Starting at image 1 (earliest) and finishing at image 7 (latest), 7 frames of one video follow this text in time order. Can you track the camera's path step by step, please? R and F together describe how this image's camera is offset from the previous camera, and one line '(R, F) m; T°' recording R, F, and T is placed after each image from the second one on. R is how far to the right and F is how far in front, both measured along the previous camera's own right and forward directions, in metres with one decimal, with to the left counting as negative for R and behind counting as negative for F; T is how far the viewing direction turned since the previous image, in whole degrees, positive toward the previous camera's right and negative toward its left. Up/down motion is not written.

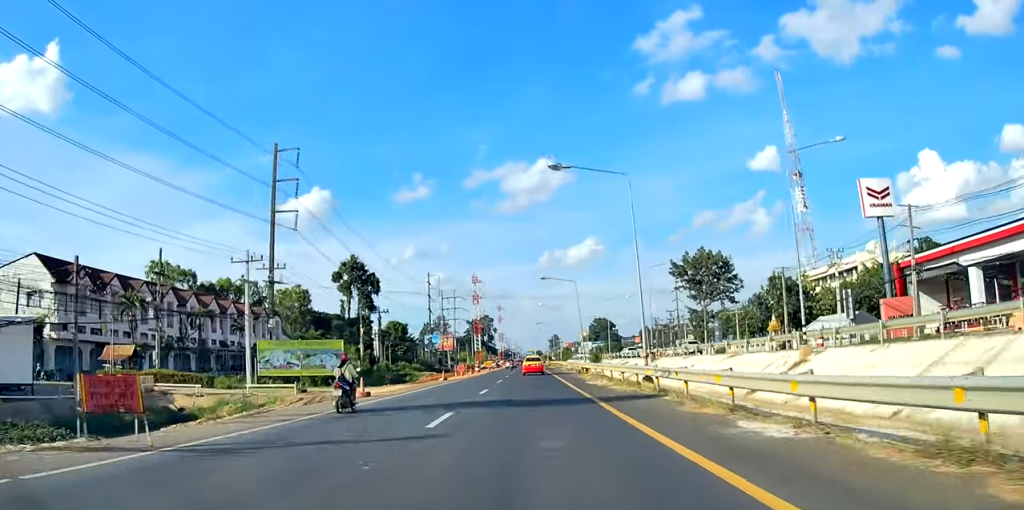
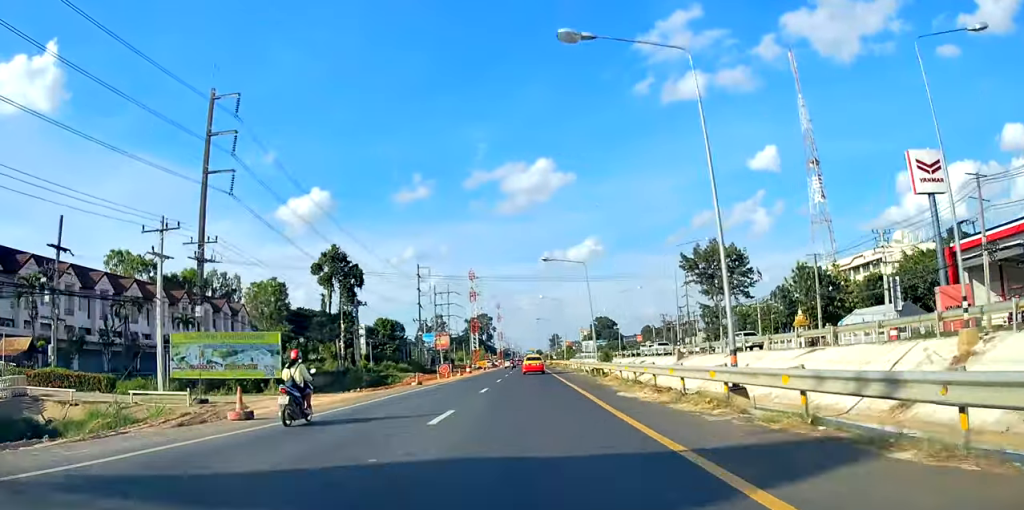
(+0.1, +13.1) m; 0°
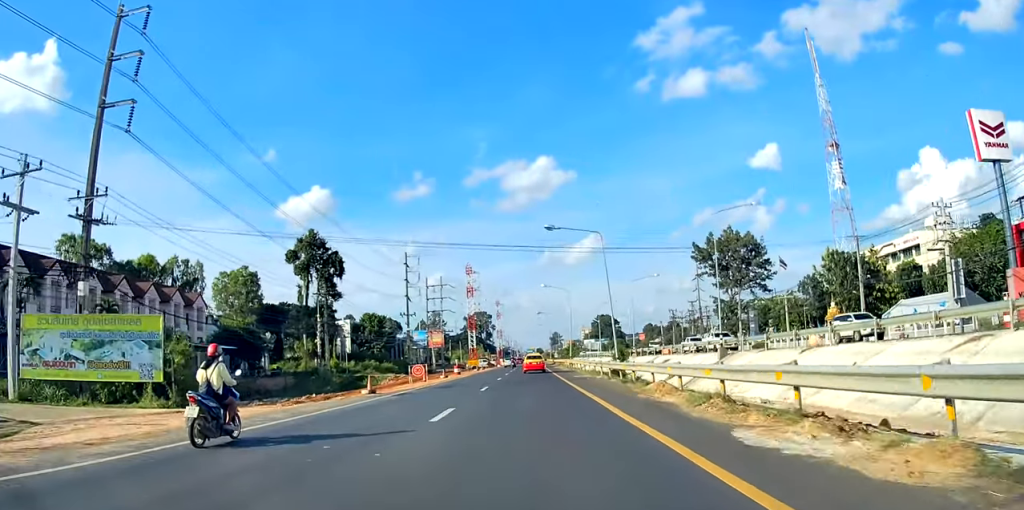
(-0.2, +14.5) m; 0°
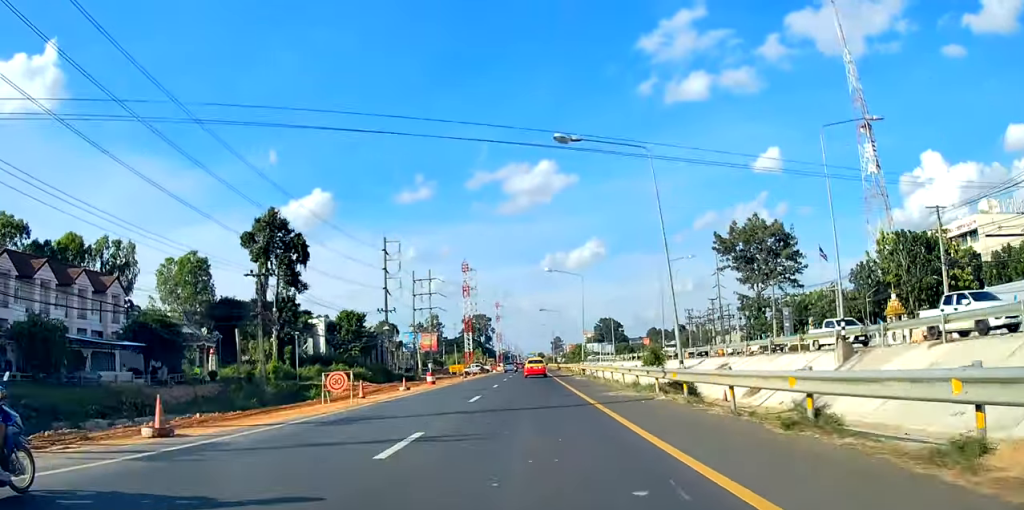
(0.0, +17.8) m; 0°
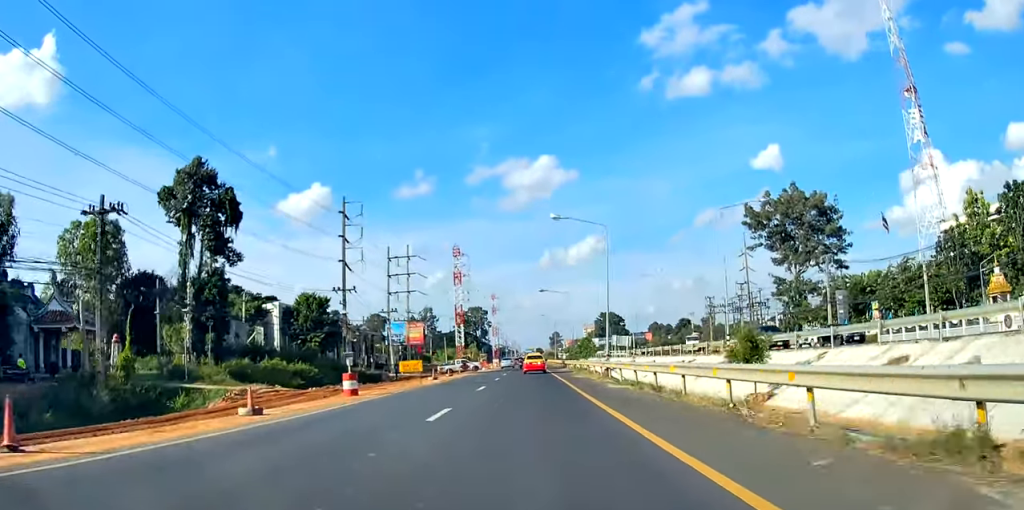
(+0.1, +22.6) m; +1°
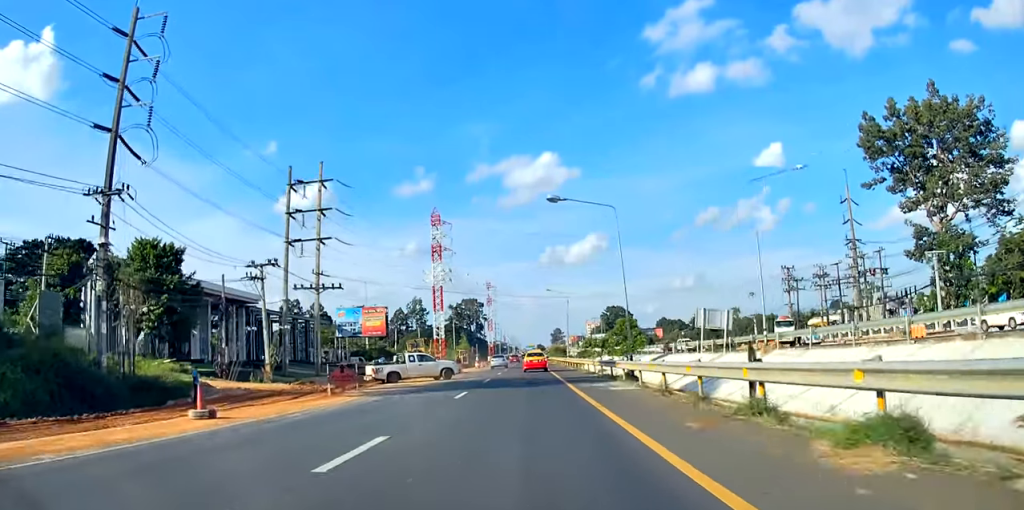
(+0.3, +42.4) m; +1°
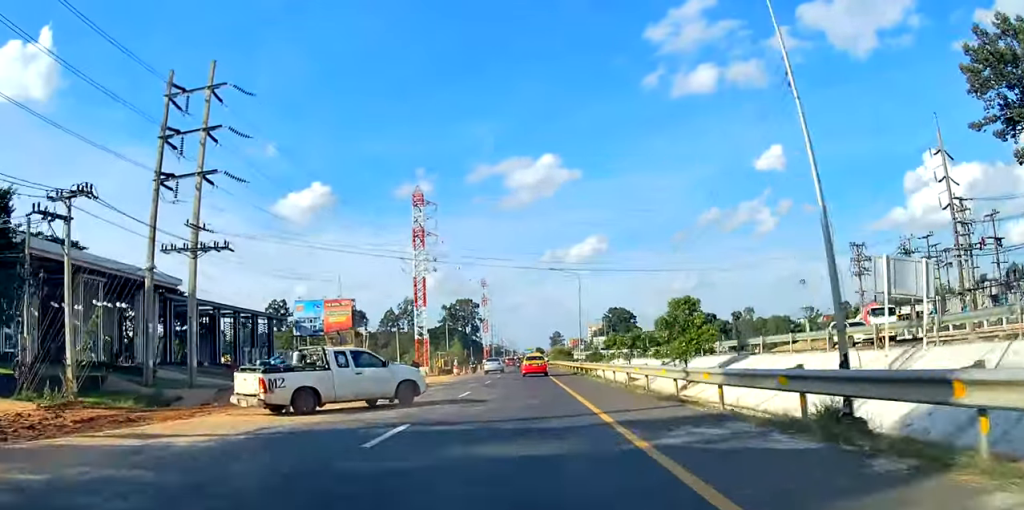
(0.0, +20.8) m; -1°
